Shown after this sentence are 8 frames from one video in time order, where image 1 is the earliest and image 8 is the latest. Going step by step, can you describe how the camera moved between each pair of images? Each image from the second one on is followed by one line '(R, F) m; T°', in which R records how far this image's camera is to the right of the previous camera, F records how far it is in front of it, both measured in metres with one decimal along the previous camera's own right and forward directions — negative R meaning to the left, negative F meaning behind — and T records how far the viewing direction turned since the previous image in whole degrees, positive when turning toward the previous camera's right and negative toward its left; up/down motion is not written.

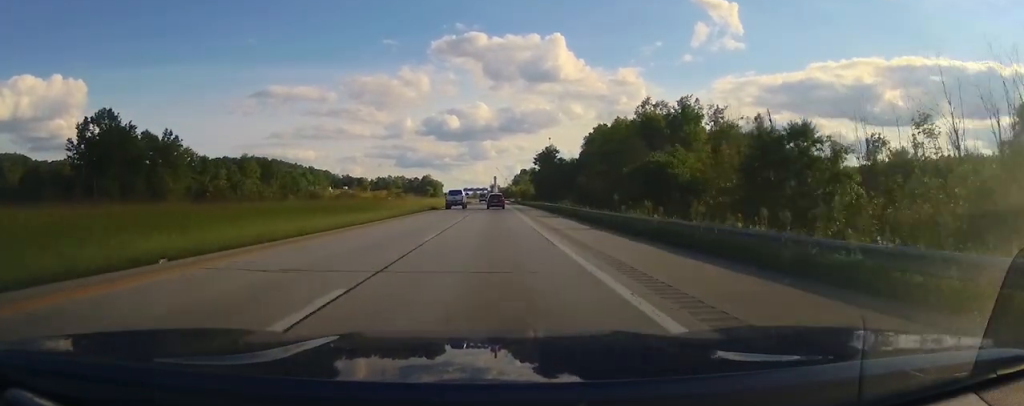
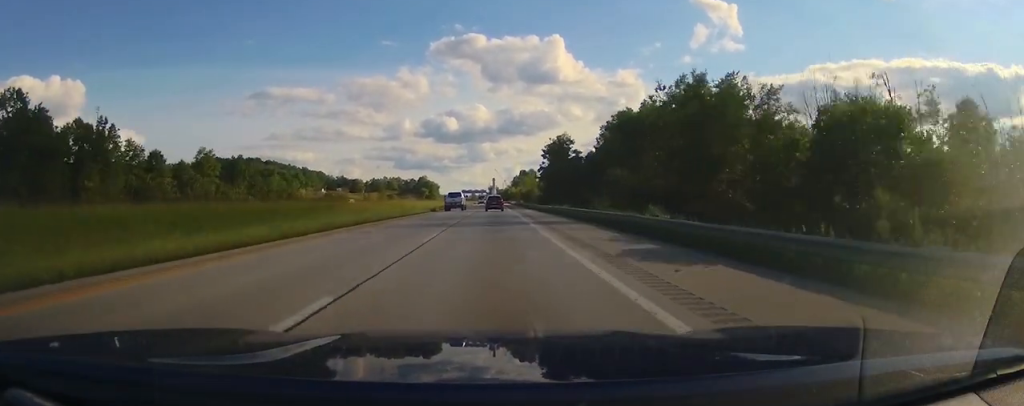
(+0.2, +24.8) m; 0°
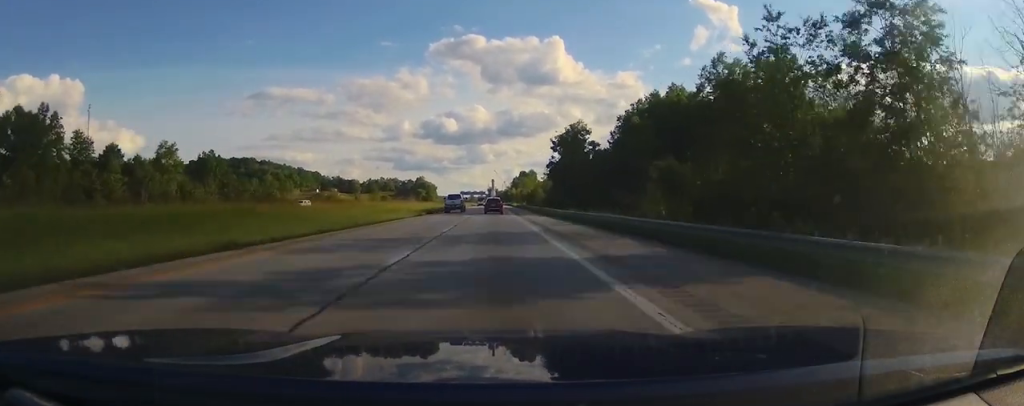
(0.0, +17.7) m; 0°
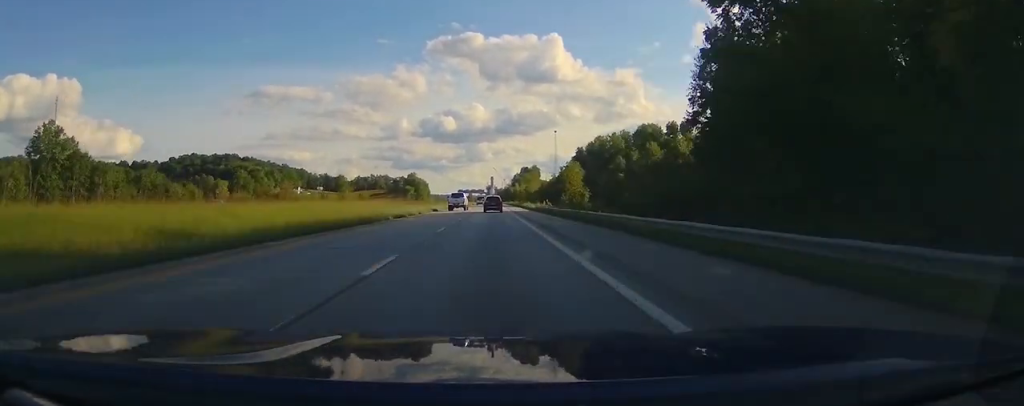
(+0.1, +62.4) m; 0°
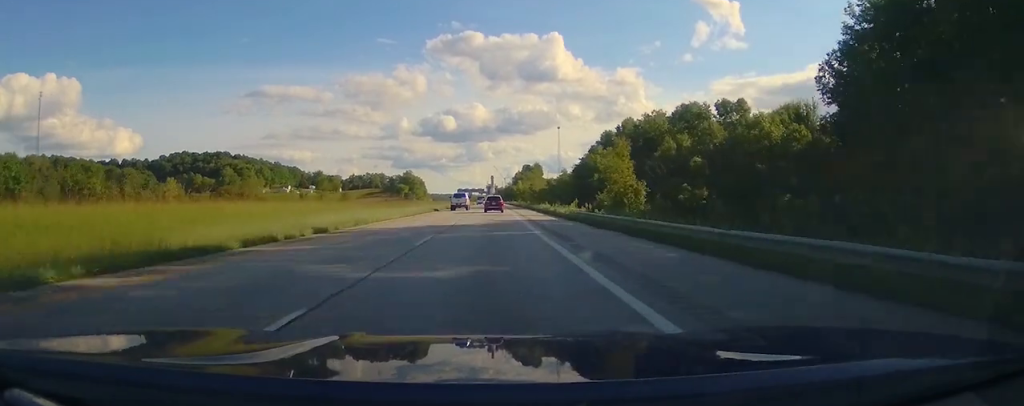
(0.0, +30.4) m; 0°
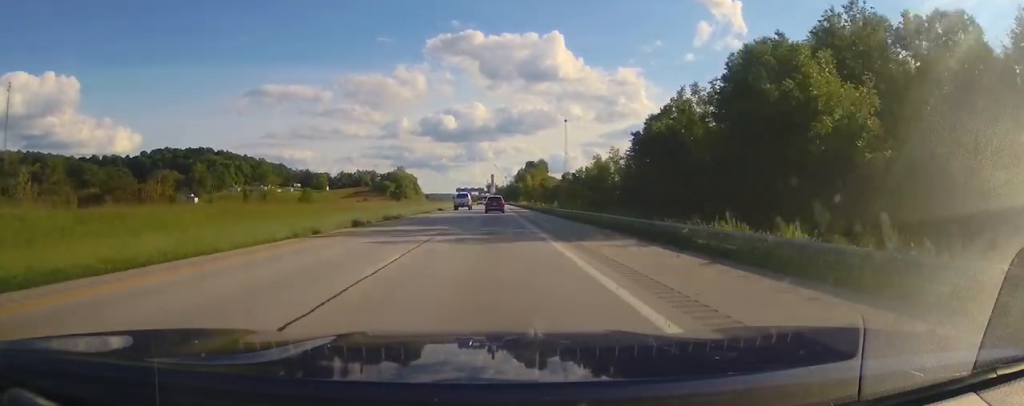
(+0.1, +54.7) m; 0°
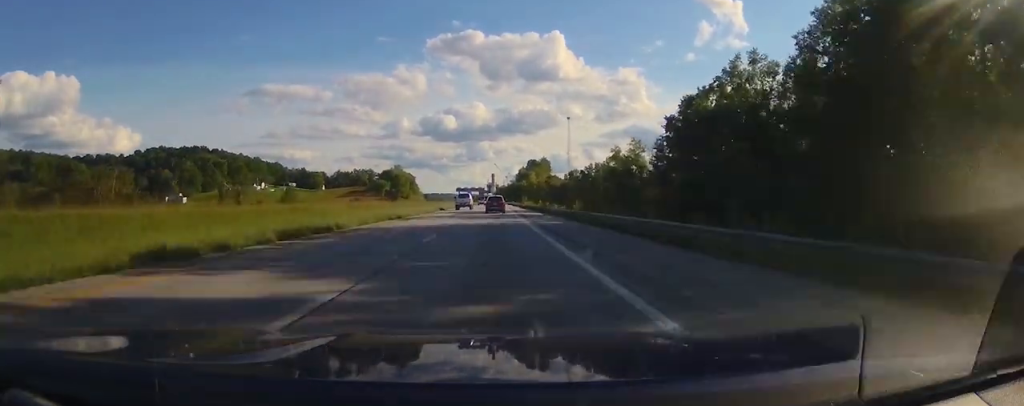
(0.0, +17.4) m; 0°
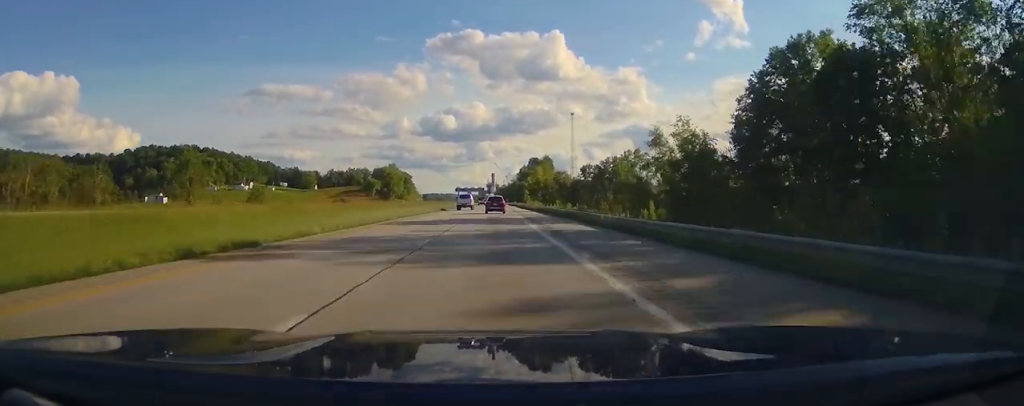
(0.0, +25.6) m; 0°
